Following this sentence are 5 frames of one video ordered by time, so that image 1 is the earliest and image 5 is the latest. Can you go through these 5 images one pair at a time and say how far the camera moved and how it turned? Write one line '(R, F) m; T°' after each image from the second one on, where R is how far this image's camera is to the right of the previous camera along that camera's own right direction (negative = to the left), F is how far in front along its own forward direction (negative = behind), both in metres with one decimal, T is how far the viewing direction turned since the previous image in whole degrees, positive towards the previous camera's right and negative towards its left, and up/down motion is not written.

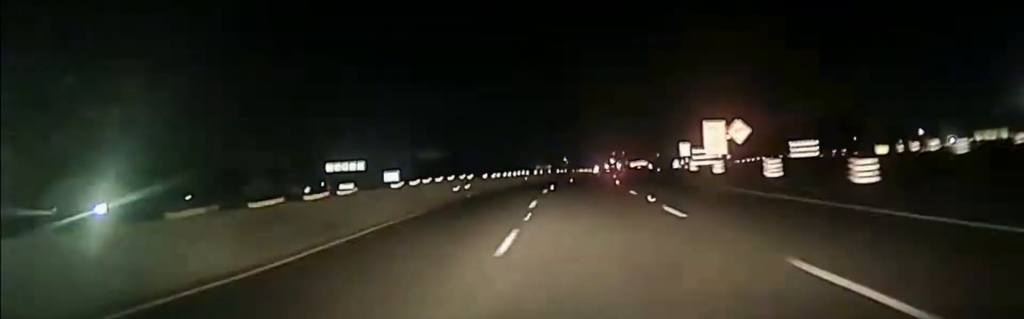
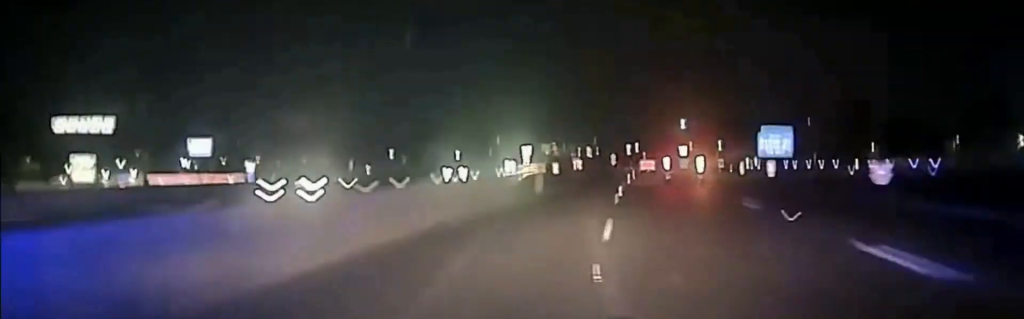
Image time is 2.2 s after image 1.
(+1.9, +110.1) m; +2°
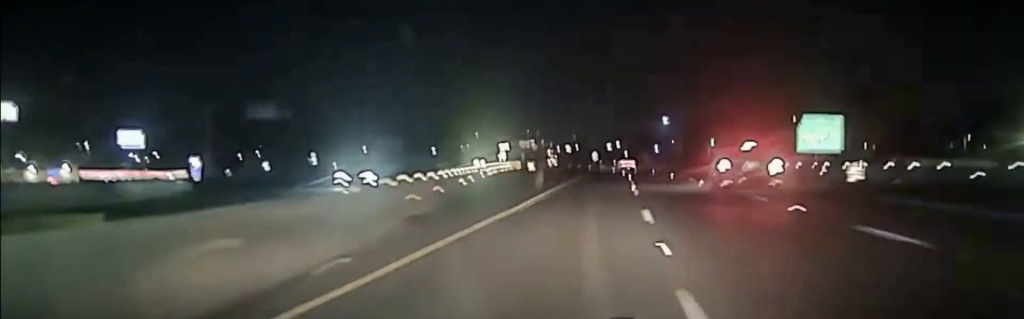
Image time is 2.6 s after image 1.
(-0.2, +22.8) m; +1°
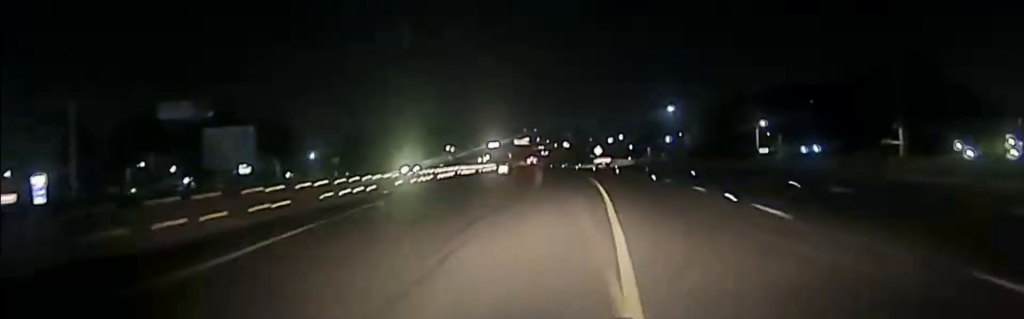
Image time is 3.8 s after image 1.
(+1.6, +59.3) m; +2°
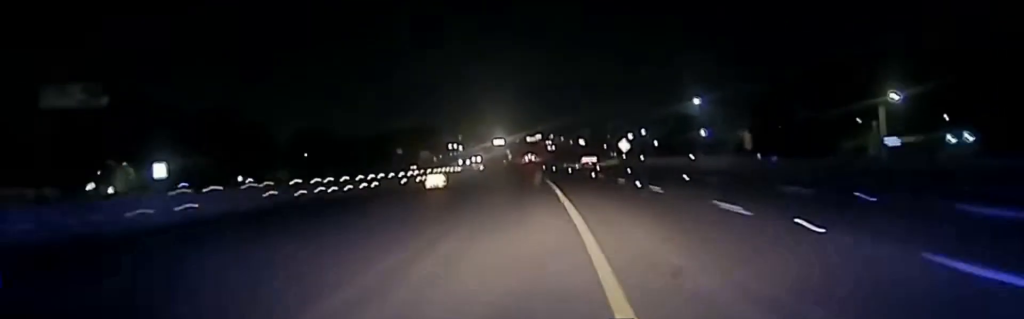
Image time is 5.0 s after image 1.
(-0.1, +56.1) m; -1°
